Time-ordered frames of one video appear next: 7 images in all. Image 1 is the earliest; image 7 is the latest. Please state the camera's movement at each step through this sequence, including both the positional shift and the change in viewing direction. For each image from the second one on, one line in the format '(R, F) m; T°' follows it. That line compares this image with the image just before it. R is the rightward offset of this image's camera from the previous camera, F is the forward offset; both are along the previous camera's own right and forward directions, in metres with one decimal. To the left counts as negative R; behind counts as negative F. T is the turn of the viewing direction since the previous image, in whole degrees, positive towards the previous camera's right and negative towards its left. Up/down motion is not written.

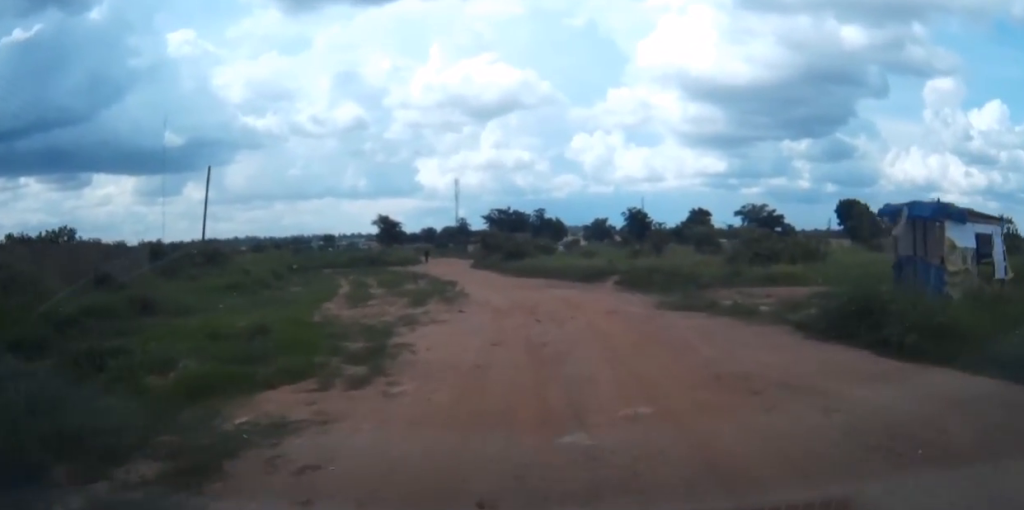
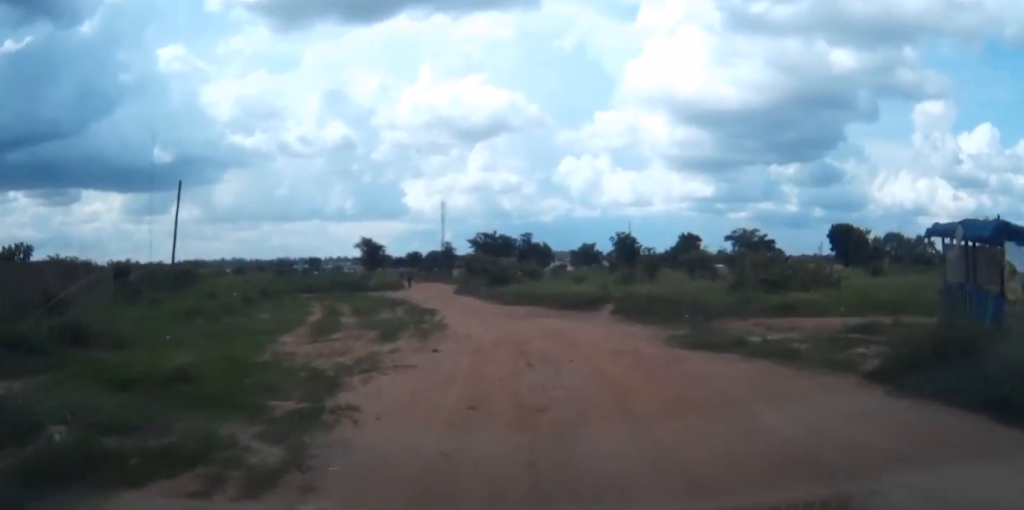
(0.0, +3.1) m; +1°
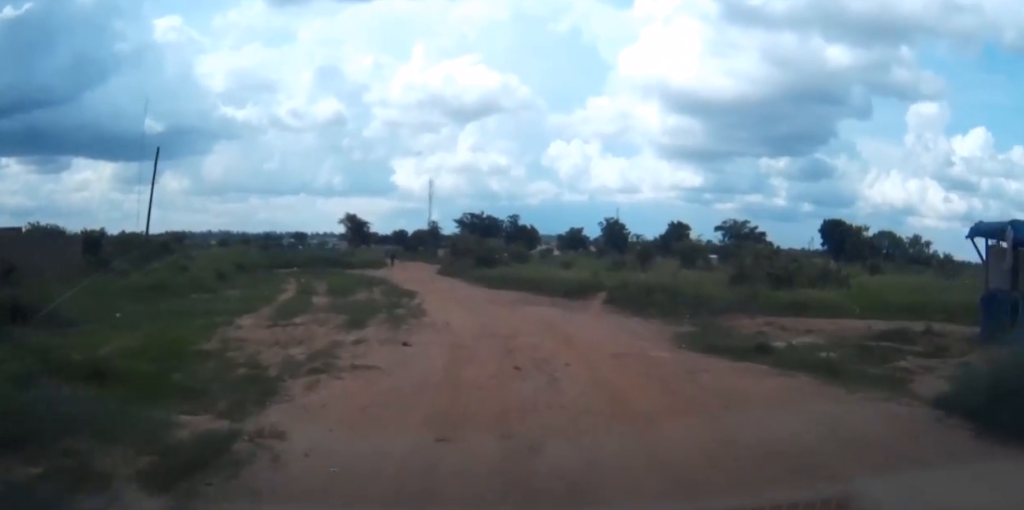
(+0.1, +2.2) m; 0°
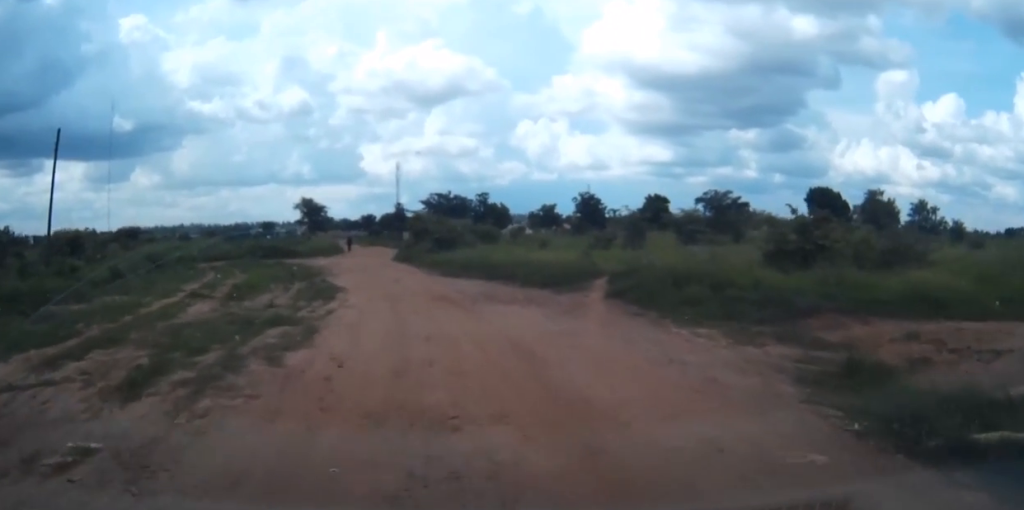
(0.0, +8.9) m; 0°
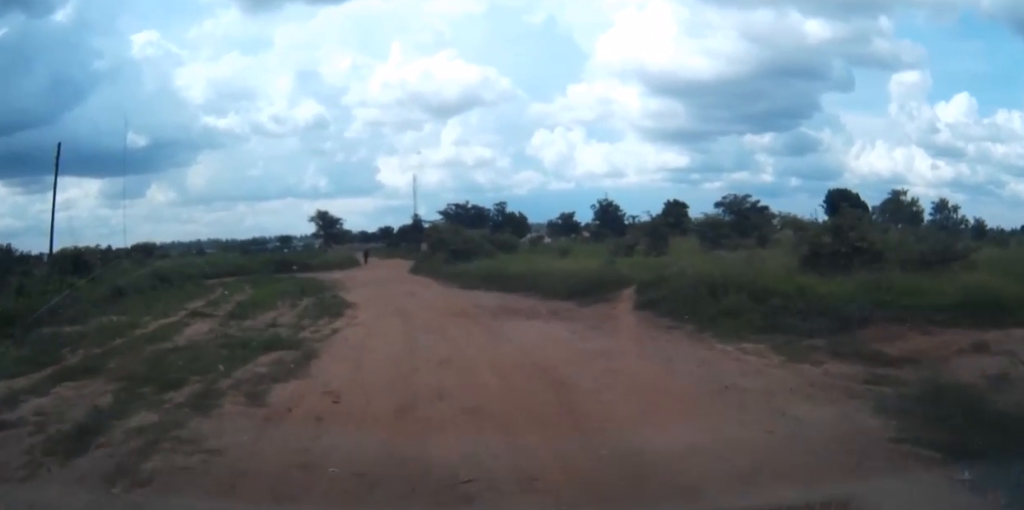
(-0.1, +1.5) m; -3°
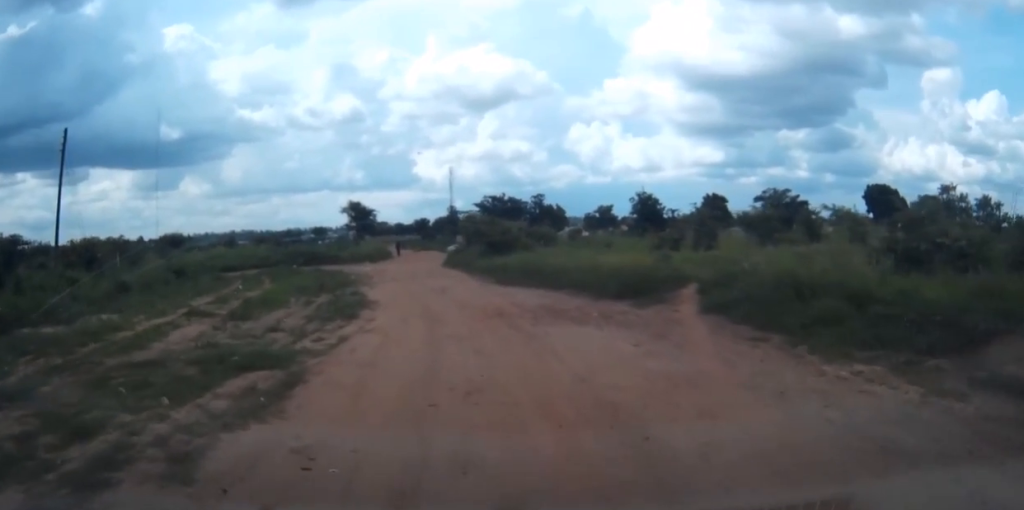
(-0.2, +3.1) m; -6°
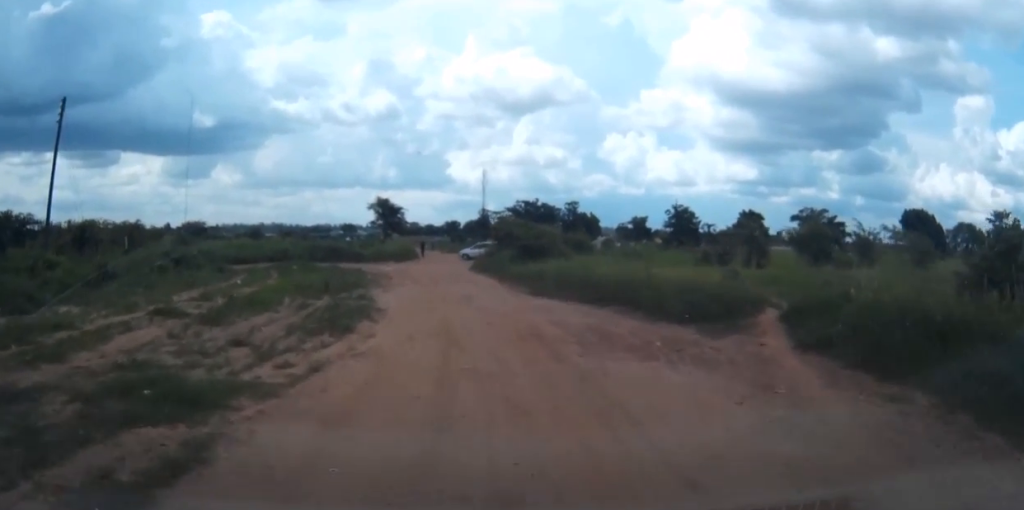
(-0.2, +3.6) m; -3°
